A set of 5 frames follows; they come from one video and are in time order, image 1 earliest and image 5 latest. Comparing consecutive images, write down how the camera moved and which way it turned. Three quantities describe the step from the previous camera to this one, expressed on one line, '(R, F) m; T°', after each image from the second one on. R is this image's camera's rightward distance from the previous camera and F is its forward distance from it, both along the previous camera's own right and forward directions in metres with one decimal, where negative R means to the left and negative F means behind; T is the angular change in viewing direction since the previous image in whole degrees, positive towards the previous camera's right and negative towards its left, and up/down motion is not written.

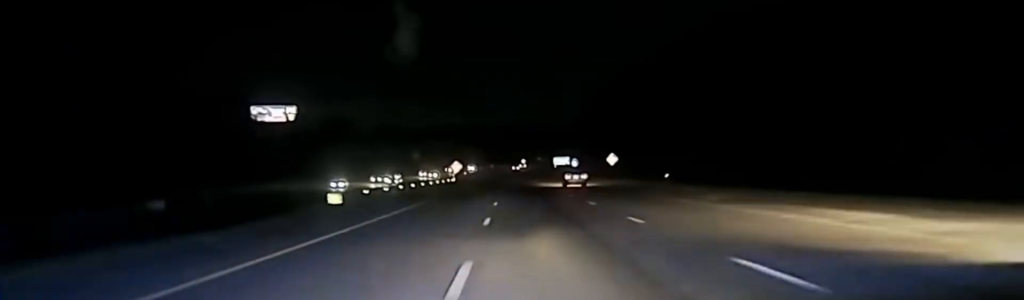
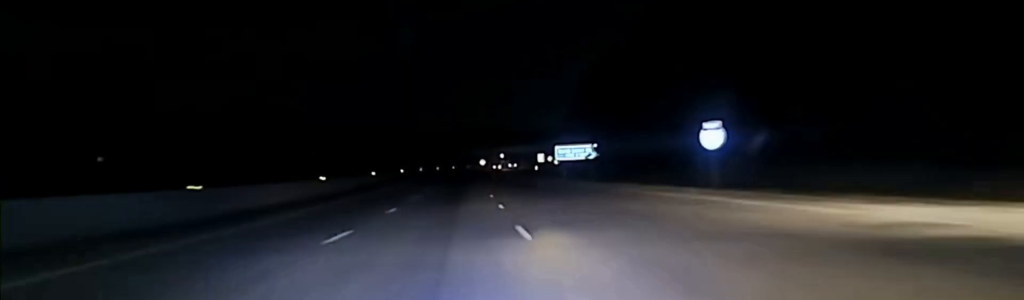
(+0.4, +140.4) m; +1°
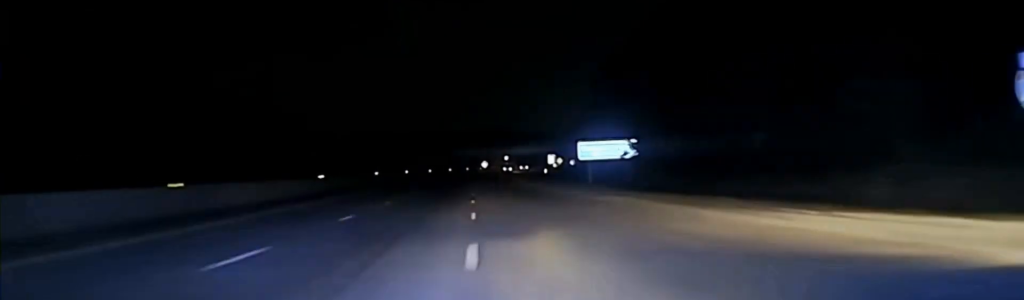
(+0.1, +28.0) m; 0°
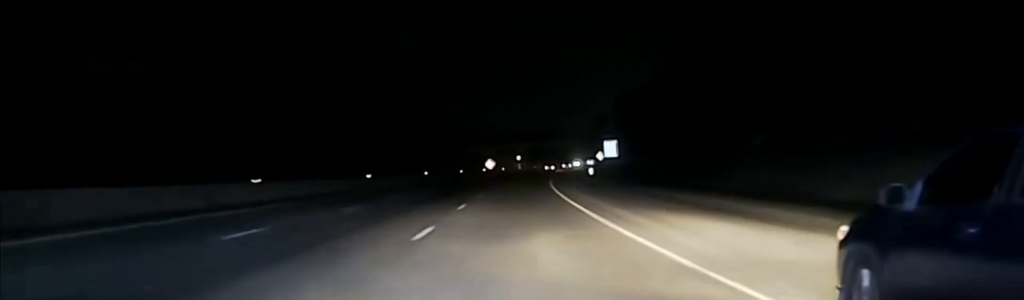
(+0.5, +79.8) m; 0°
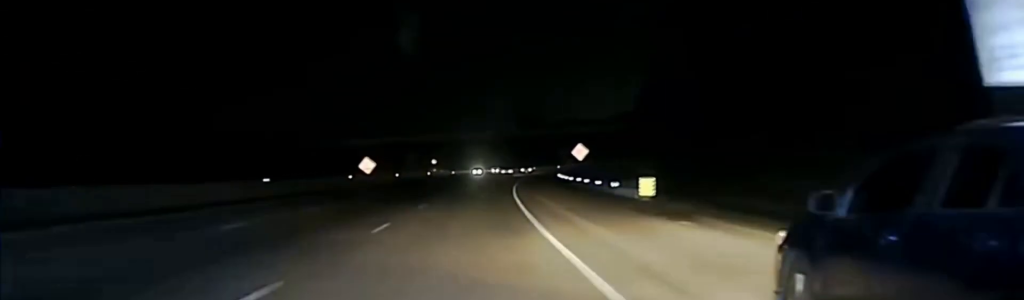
(+0.7, +85.3) m; +2°
